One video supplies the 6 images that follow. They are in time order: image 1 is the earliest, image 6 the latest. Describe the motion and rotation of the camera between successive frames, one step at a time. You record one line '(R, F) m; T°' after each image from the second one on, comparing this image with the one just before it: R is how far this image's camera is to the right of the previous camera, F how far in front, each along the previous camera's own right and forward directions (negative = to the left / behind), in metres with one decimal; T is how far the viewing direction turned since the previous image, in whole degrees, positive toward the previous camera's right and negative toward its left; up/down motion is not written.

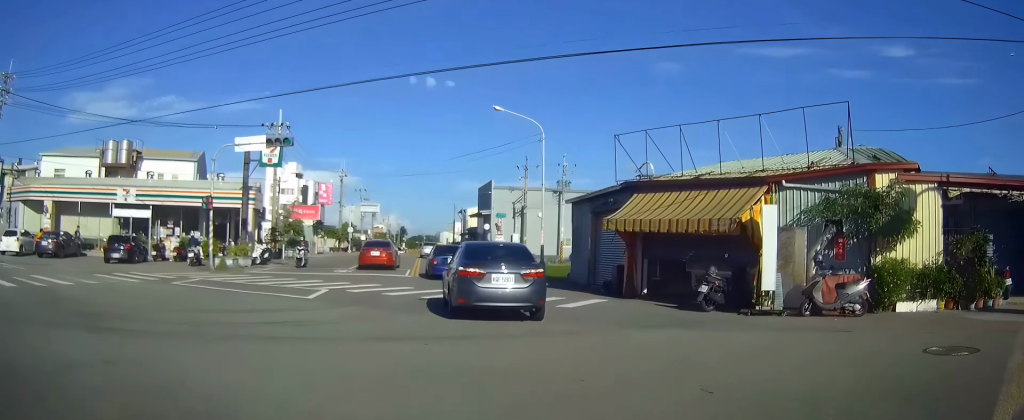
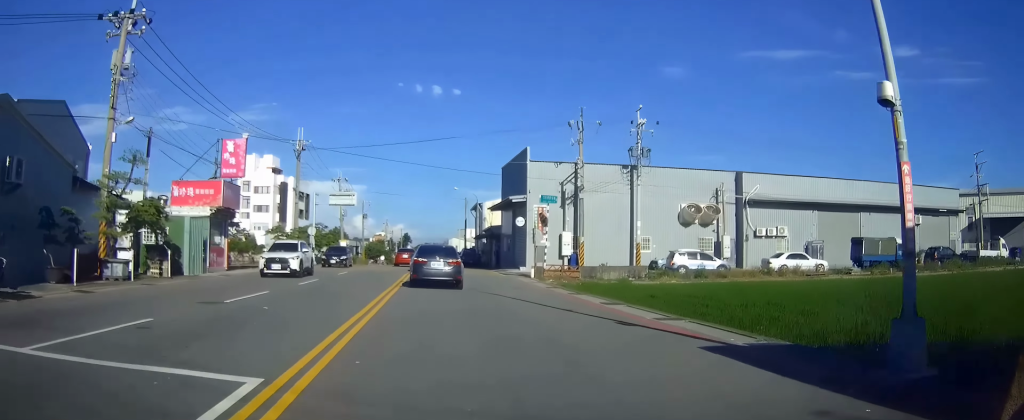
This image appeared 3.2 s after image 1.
(+5.9, +35.9) m; +11°
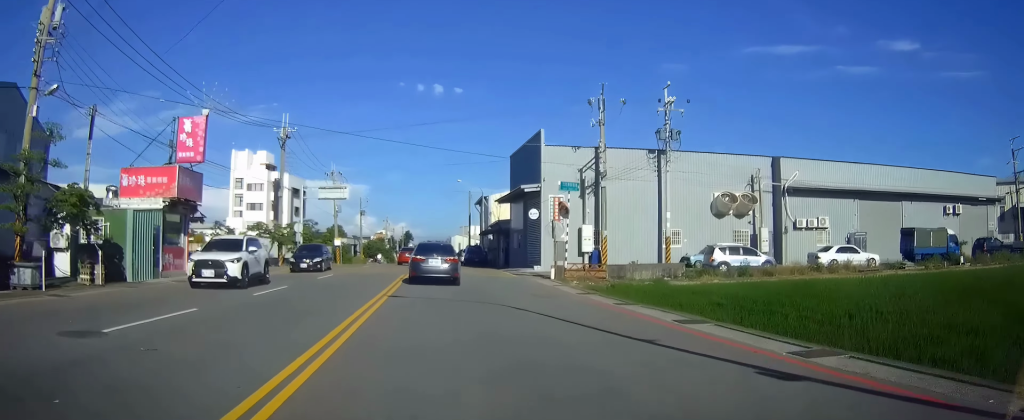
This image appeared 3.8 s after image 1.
(-1.2, +7.2) m; -6°
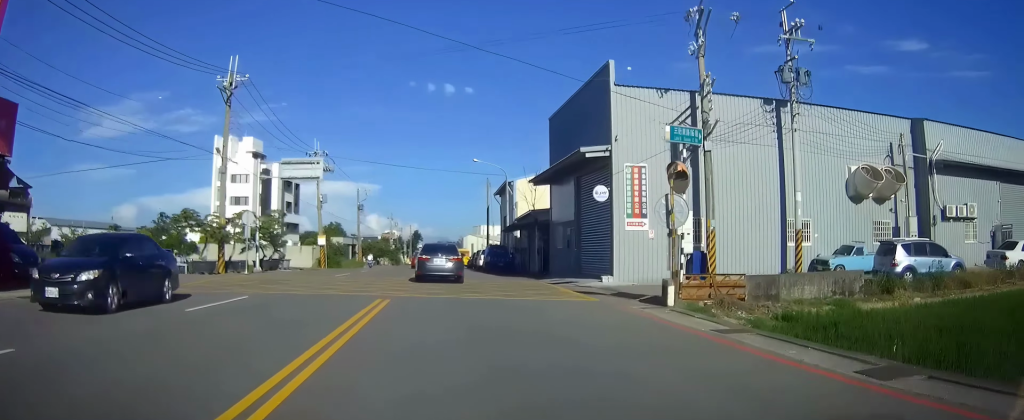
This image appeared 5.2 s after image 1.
(-1.8, +17.8) m; -7°
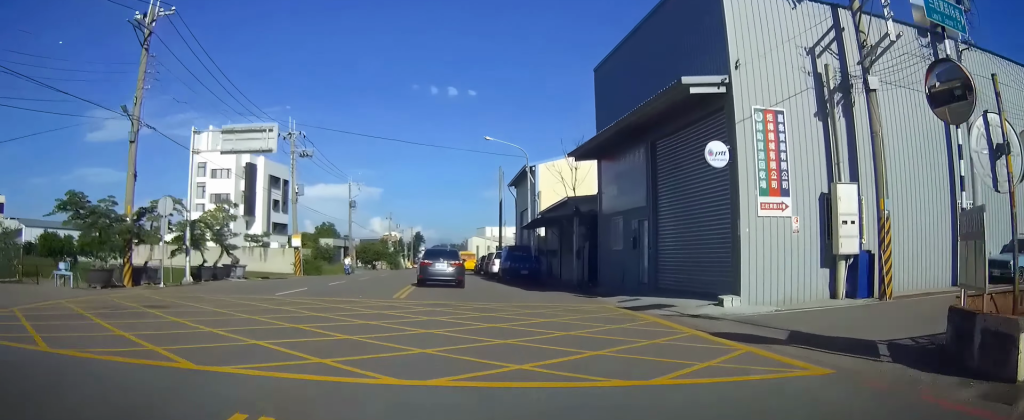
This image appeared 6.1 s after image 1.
(0.0, +12.6) m; -3°
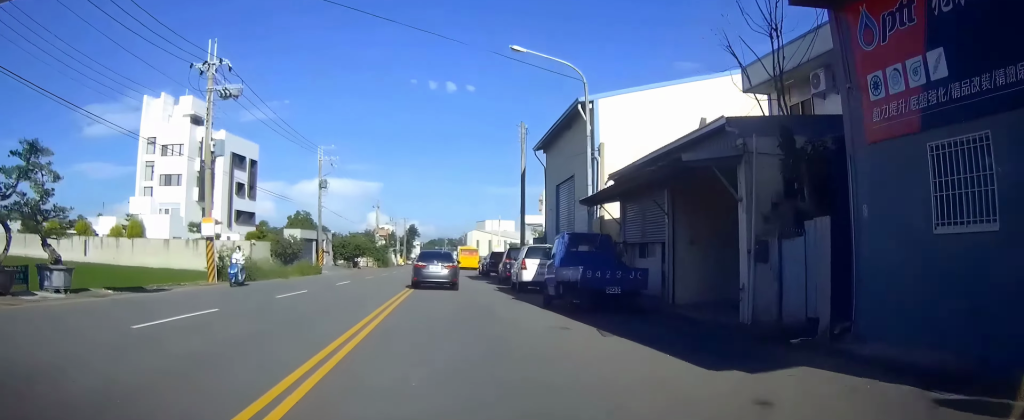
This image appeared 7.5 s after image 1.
(-1.0, +19.1) m; -4°
